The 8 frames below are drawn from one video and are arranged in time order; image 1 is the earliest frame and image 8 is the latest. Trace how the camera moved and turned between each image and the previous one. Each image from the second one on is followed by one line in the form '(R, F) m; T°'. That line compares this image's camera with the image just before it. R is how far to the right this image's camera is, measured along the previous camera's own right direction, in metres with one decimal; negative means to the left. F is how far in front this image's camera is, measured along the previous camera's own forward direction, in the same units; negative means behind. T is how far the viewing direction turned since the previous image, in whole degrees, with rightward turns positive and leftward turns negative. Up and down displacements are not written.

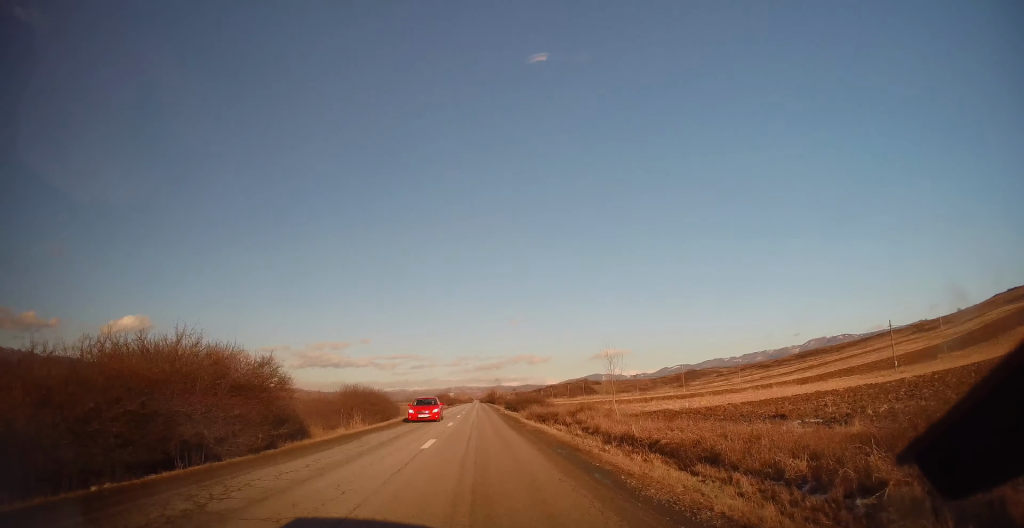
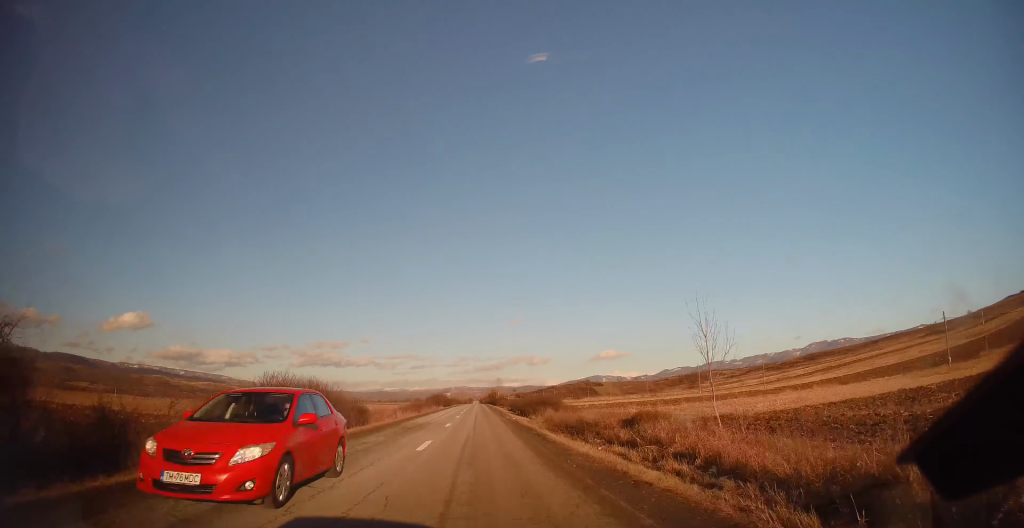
(+0.1, +12.0) m; 0°
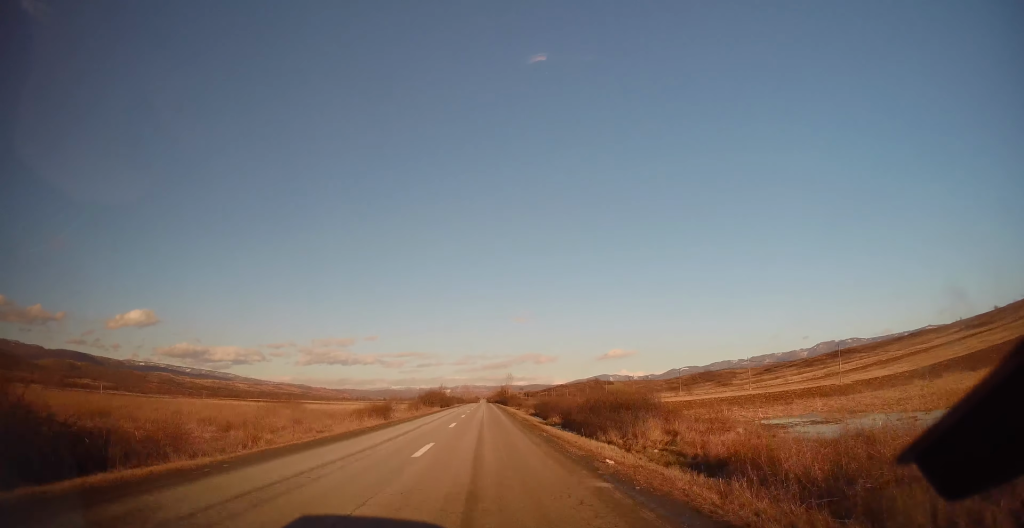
(-0.2, +25.7) m; 0°
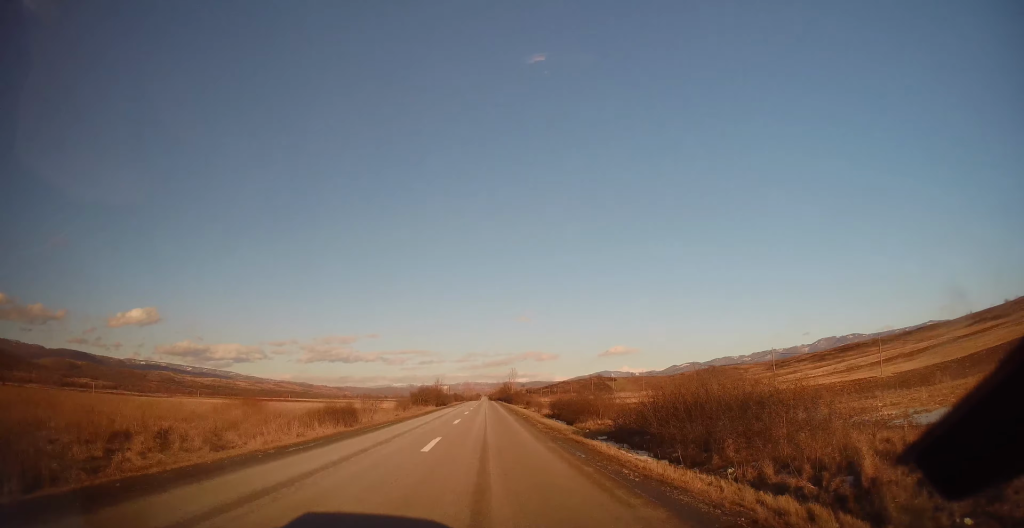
(0.0, +11.2) m; +1°
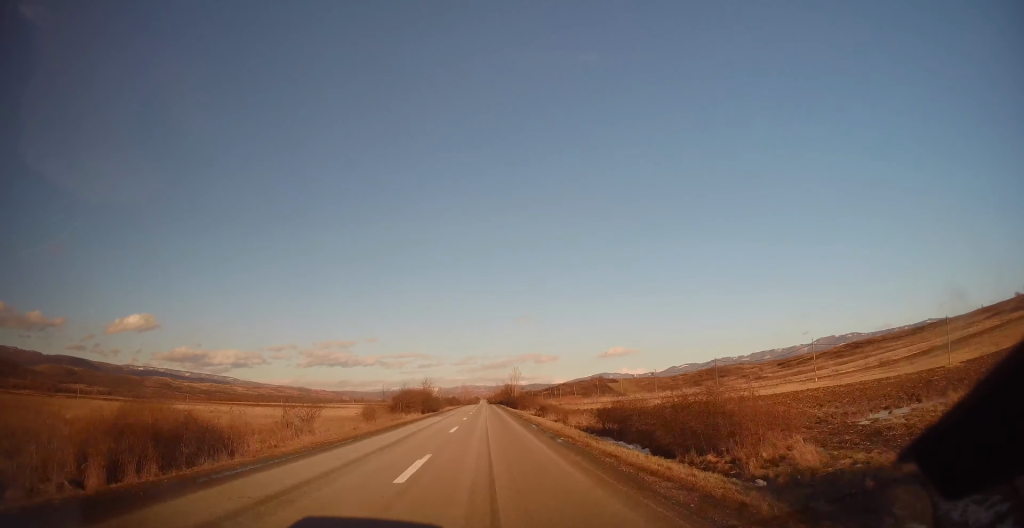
(0.0, +16.0) m; +1°
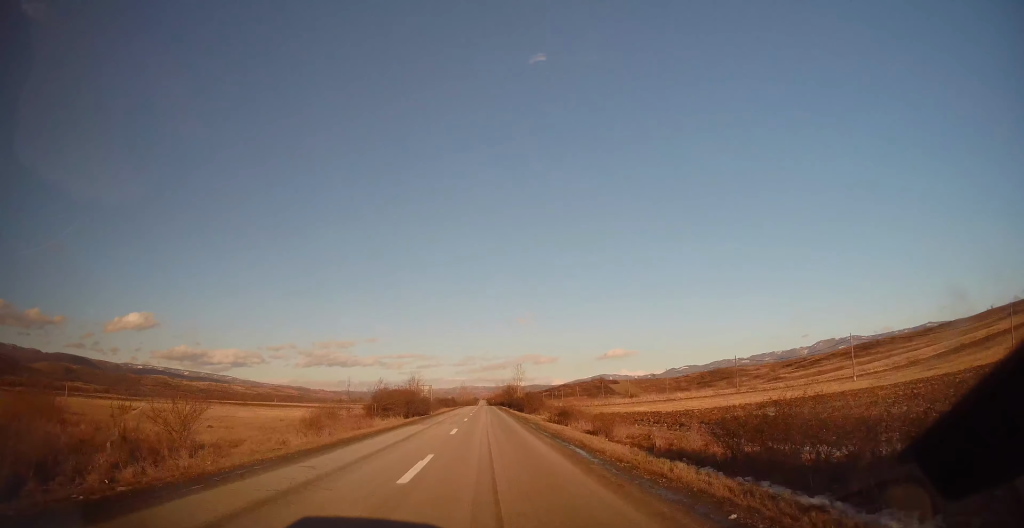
(+0.2, +12.0) m; 0°
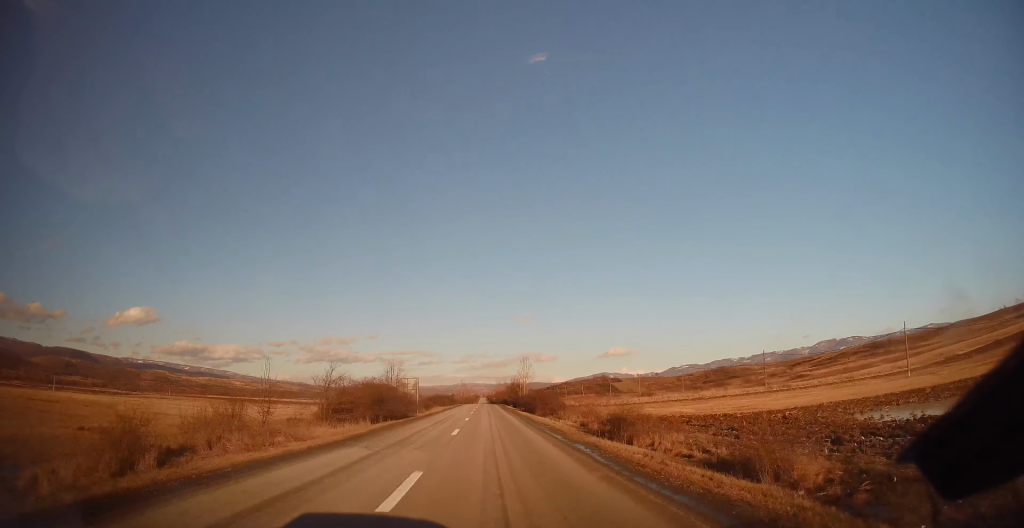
(+0.2, +13.5) m; 0°
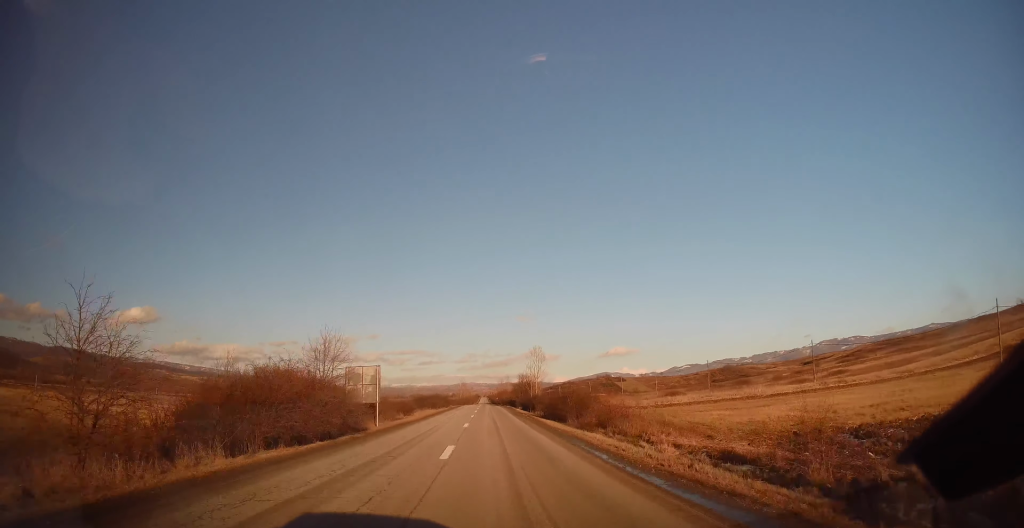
(-0.4, +18.3) m; -1°
